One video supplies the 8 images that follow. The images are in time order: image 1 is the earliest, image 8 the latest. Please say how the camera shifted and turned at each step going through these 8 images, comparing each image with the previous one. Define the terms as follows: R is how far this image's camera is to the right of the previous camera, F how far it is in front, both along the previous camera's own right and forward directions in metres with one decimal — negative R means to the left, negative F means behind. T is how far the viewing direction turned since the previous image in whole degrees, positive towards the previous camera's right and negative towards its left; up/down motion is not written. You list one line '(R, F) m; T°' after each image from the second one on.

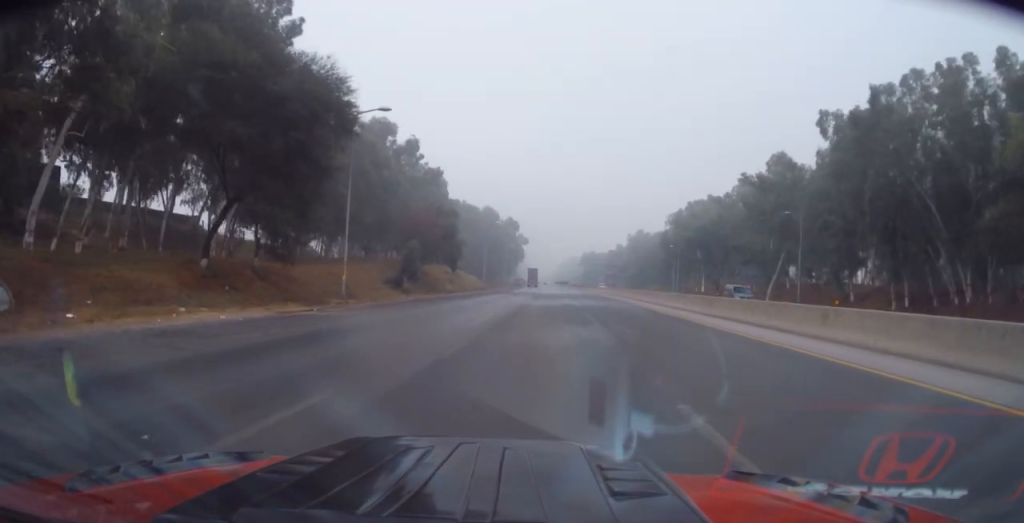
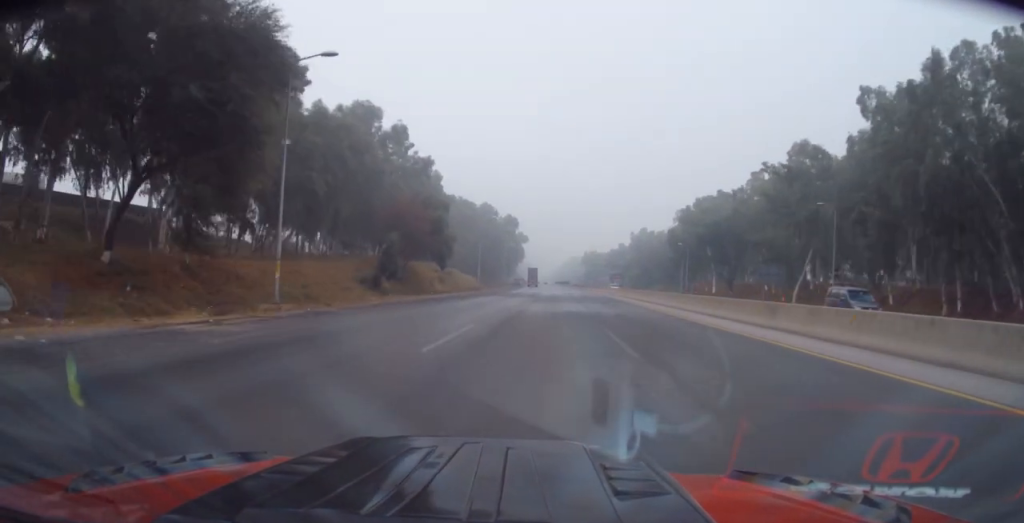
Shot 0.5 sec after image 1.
(+0.1, +8.0) m; 0°
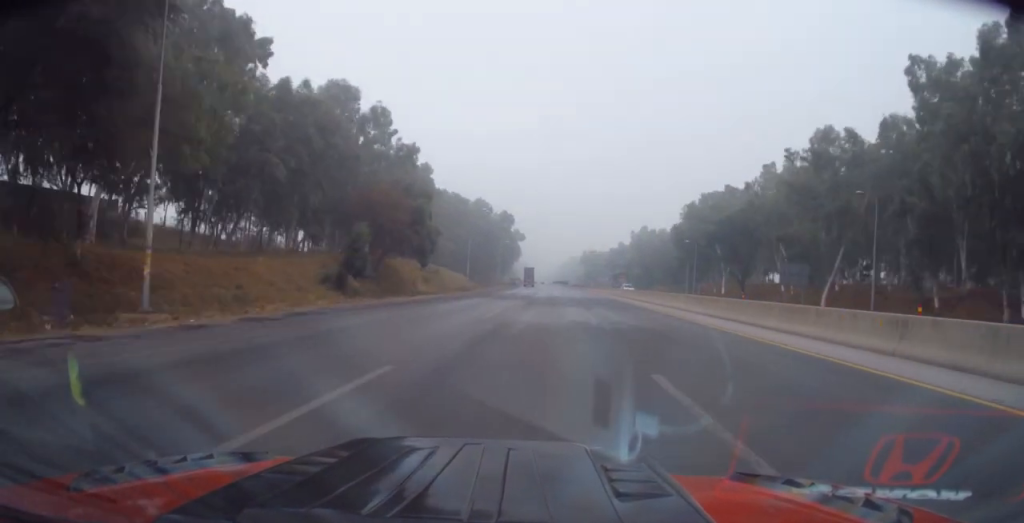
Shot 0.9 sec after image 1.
(+0.2, +8.0) m; -1°
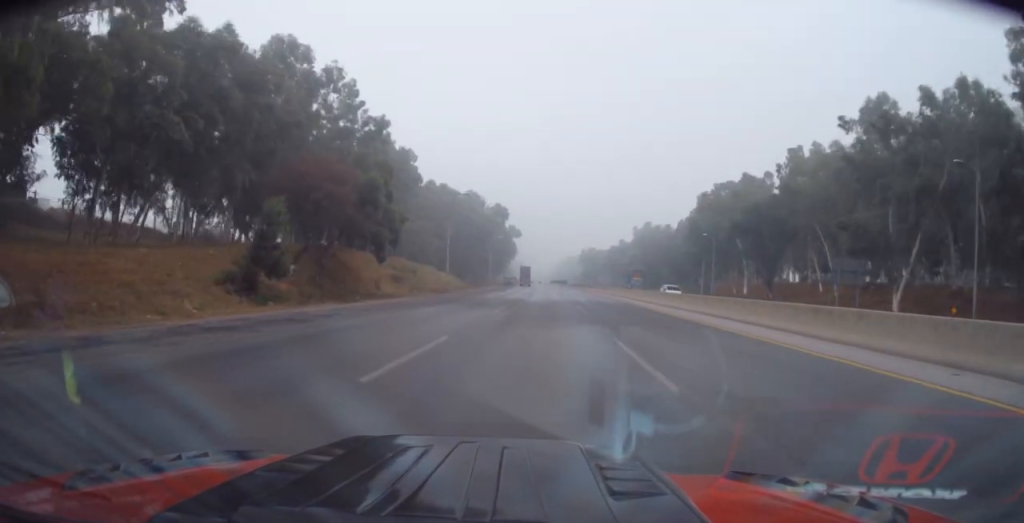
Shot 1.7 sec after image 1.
(-0.2, +13.4) m; -1°
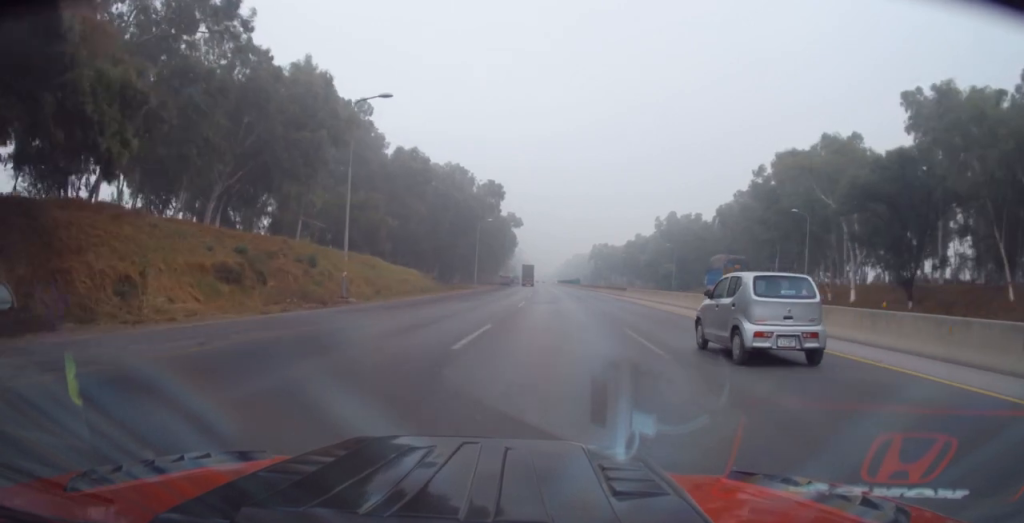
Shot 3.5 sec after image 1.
(0.0, +33.1) m; +1°
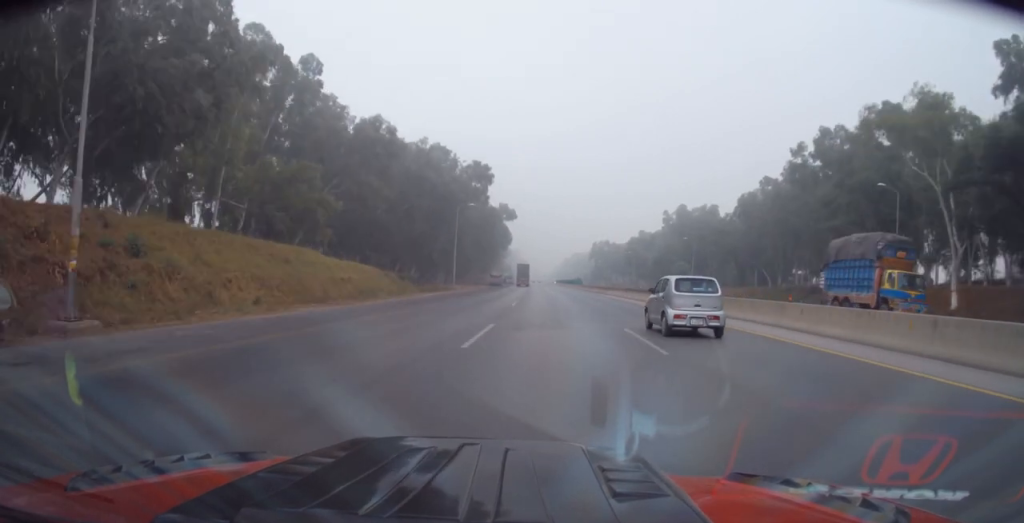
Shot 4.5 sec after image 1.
(+0.2, +17.7) m; -1°
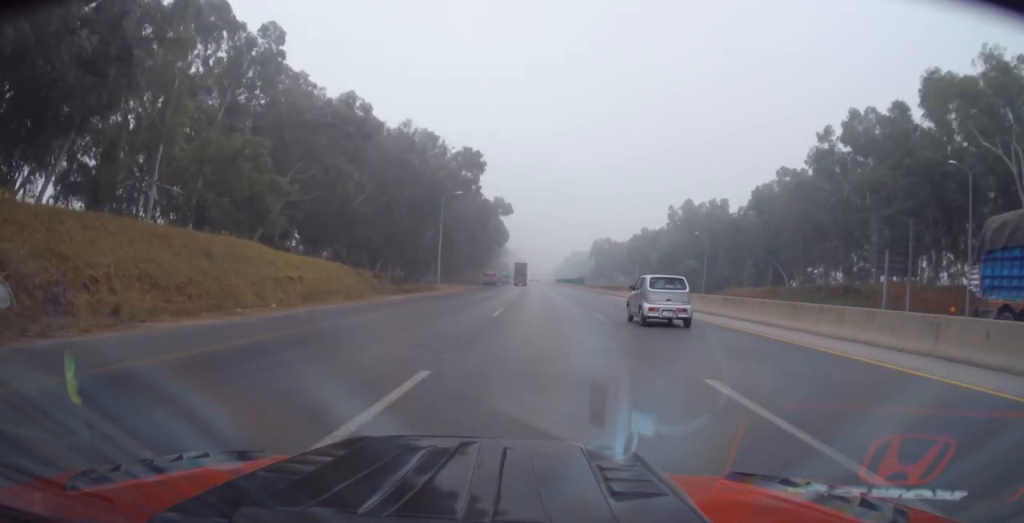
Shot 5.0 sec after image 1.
(-0.1, +9.1) m; -1°
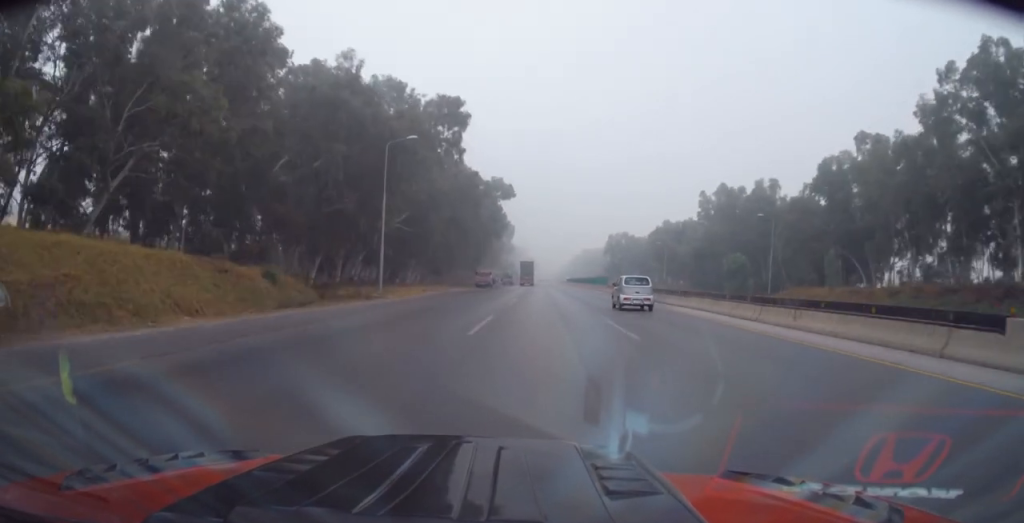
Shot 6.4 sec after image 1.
(-0.5, +24.5) m; -1°
